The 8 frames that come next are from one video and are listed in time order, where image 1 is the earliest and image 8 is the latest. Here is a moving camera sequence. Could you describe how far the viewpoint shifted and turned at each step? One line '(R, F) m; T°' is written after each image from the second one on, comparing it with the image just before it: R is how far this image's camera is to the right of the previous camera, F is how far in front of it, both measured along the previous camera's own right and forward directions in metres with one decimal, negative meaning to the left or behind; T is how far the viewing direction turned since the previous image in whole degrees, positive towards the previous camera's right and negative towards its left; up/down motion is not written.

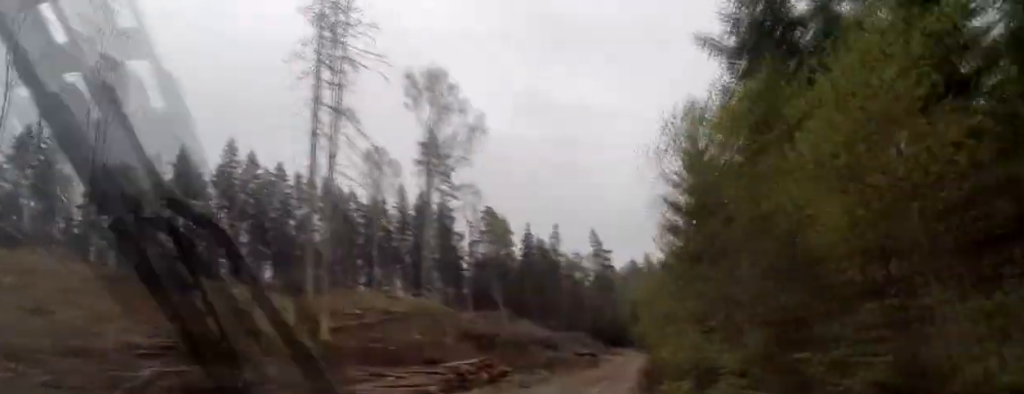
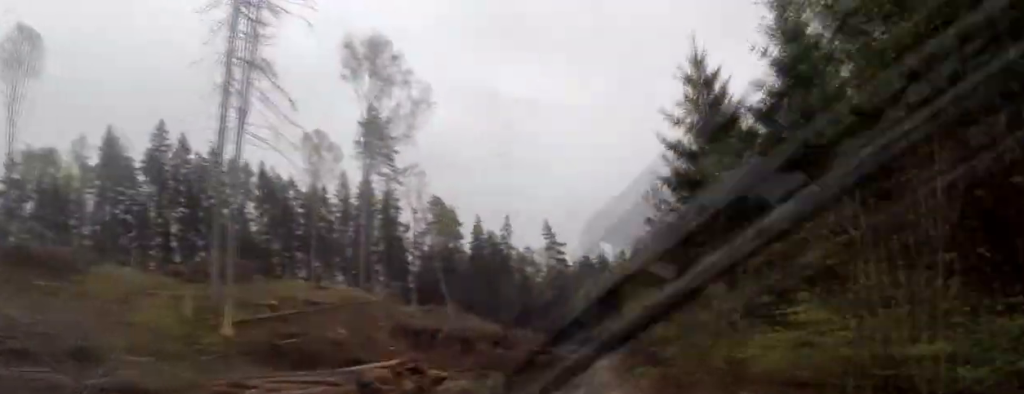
(-0.6, +7.1) m; +5°
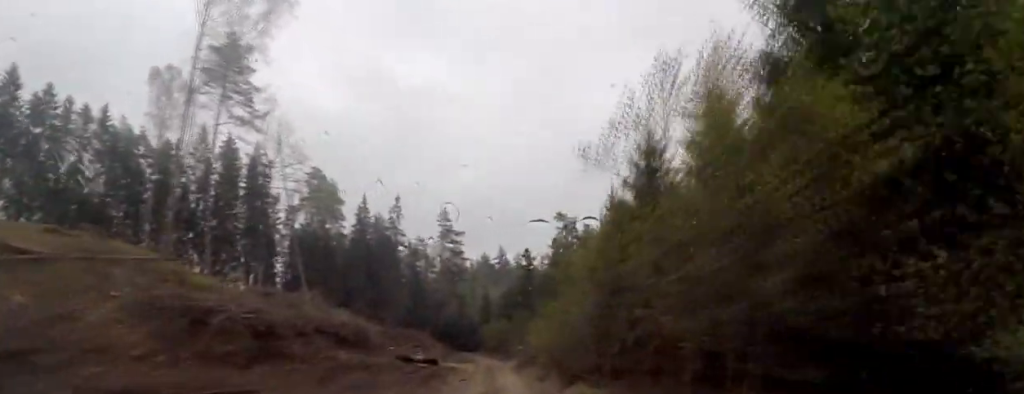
(+3.3, +17.6) m; +13°
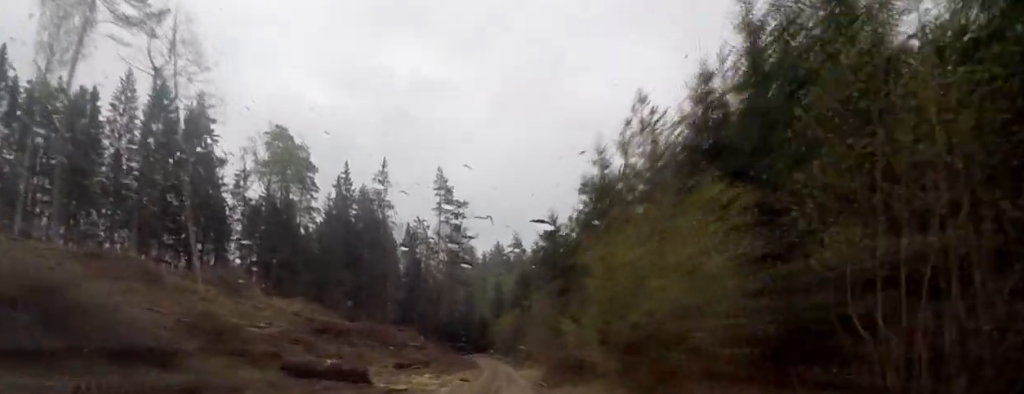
(0.0, +22.3) m; +3°
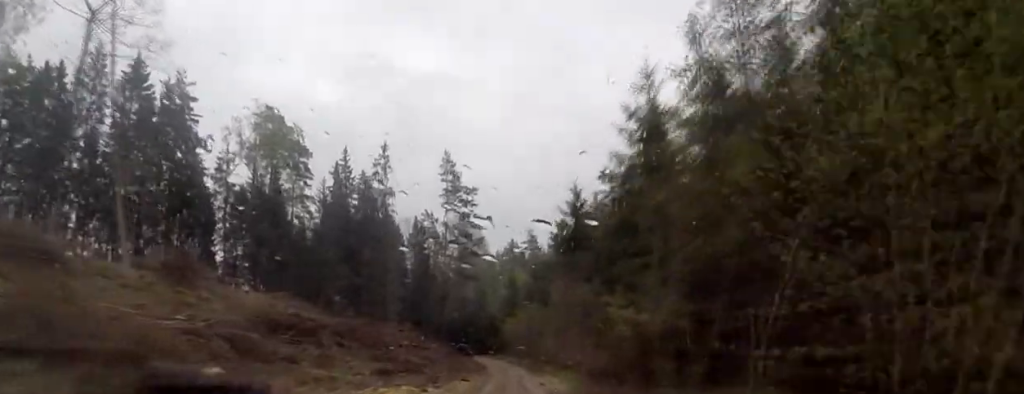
(-0.3, +8.2) m; +3°
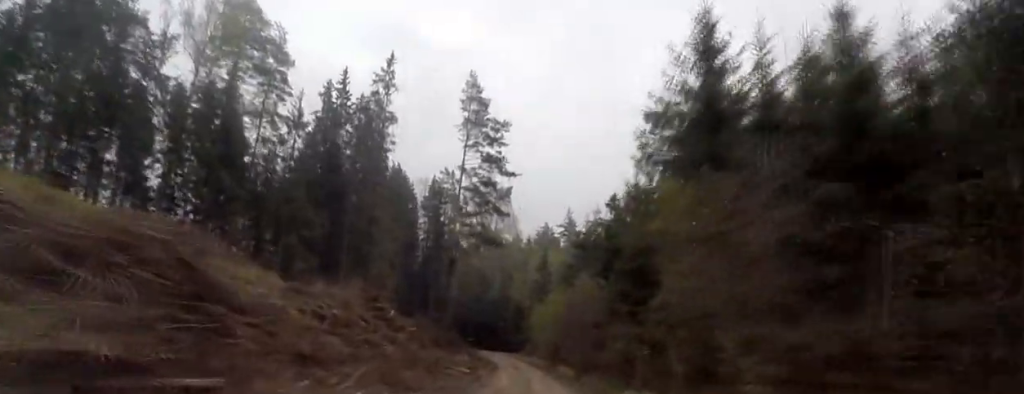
(+0.9, +21.0) m; 0°
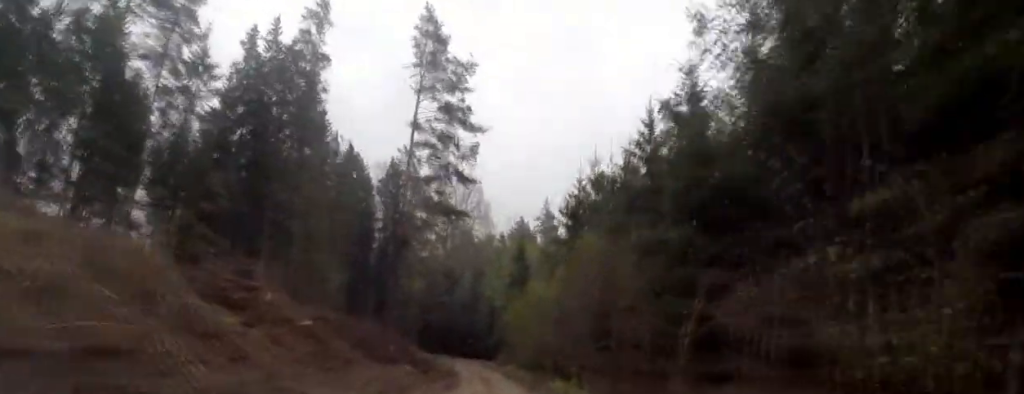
(-0.6, +13.3) m; 0°
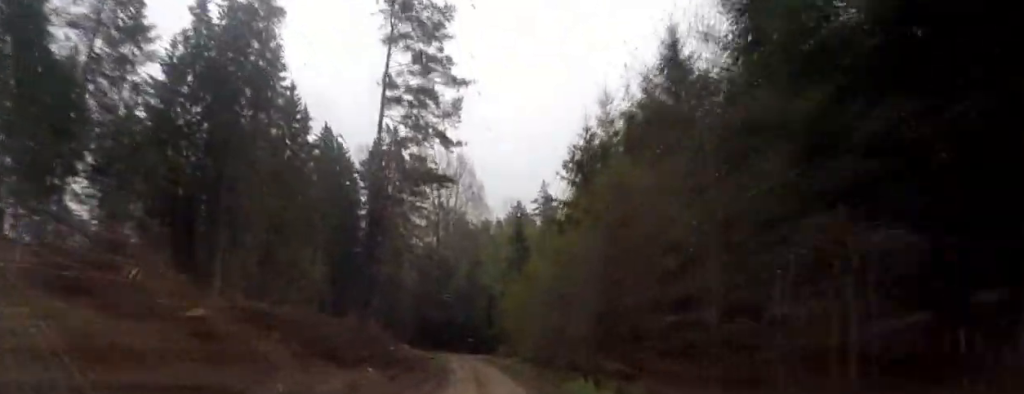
(+0.6, +6.9) m; 0°
